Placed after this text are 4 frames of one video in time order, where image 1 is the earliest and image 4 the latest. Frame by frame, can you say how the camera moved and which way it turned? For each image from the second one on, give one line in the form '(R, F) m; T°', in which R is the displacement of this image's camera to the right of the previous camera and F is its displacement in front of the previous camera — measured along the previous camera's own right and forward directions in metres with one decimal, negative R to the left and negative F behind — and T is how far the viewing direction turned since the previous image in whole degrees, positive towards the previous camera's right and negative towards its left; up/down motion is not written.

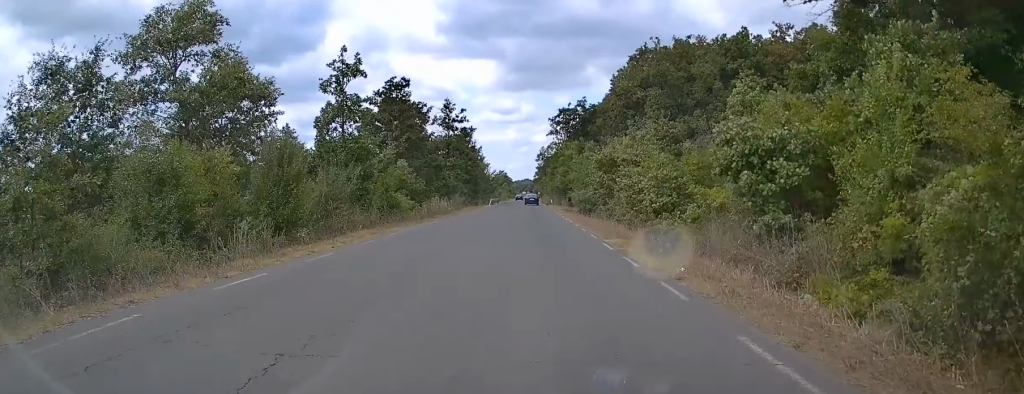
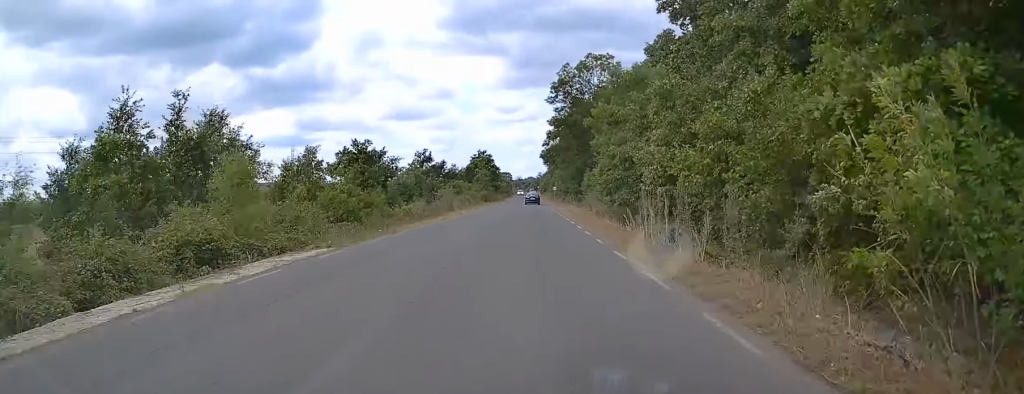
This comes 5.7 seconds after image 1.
(-0.2, +136.4) m; +1°
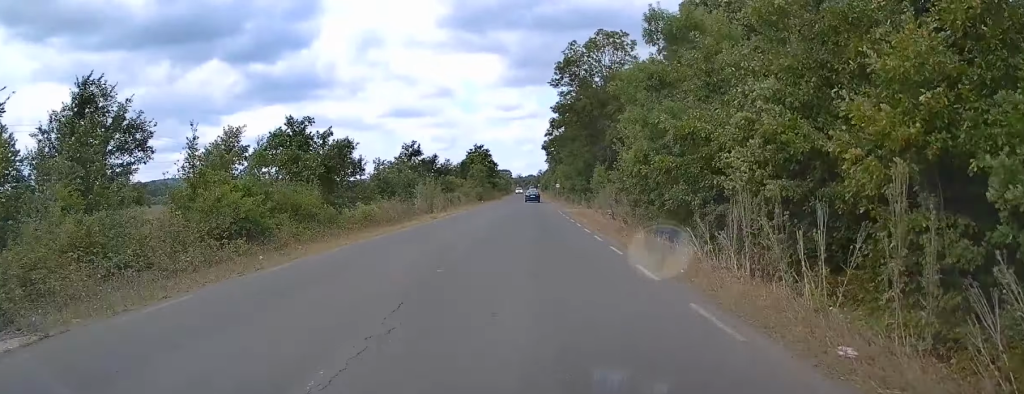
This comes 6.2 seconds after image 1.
(0.0, +11.6) m; 0°
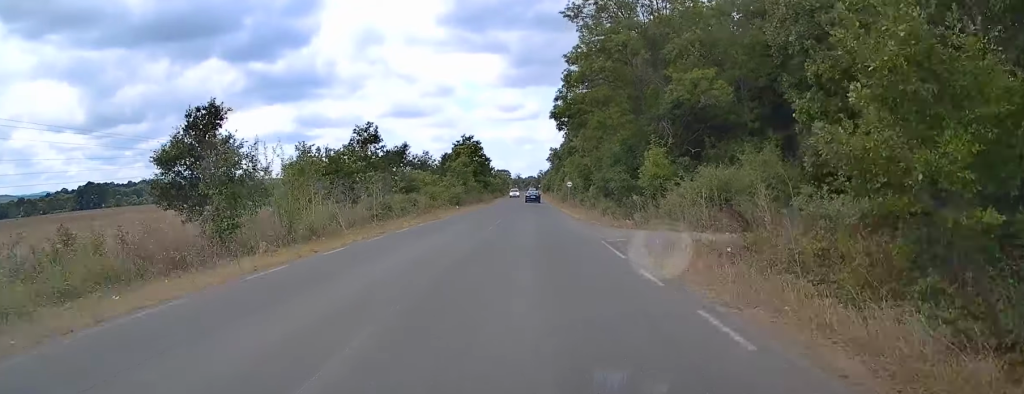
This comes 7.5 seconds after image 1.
(-0.5, +28.4) m; -1°
